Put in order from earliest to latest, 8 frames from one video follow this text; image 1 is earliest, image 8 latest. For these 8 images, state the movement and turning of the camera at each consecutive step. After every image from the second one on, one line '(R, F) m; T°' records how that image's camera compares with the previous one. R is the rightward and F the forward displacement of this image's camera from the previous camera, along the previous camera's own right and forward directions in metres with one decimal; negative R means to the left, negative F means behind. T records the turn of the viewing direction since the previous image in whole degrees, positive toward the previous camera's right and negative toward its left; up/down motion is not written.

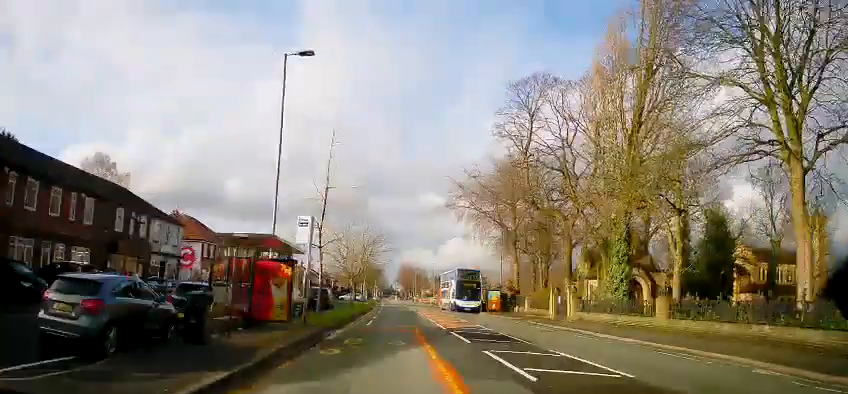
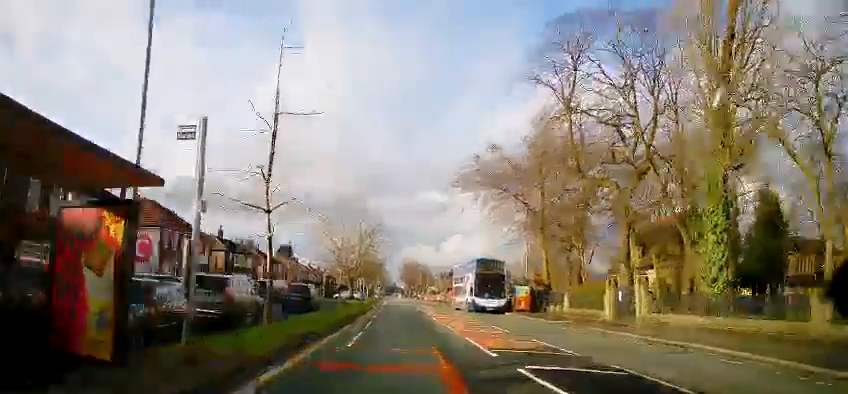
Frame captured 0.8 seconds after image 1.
(-0.4, +9.8) m; -2°
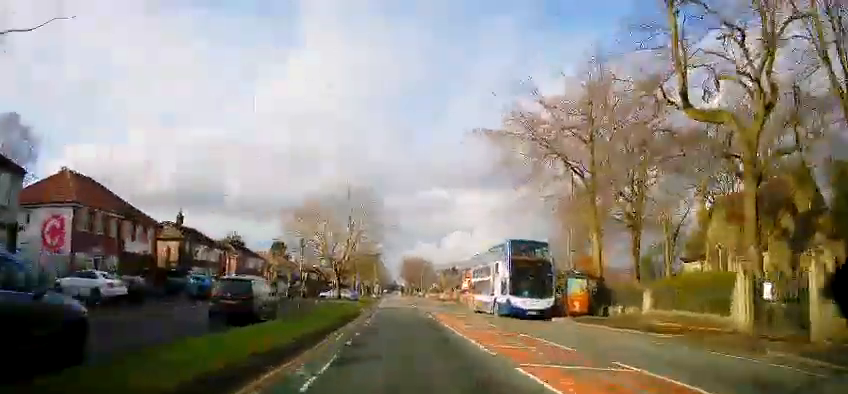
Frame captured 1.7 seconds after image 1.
(+0.1, +12.1) m; -1°
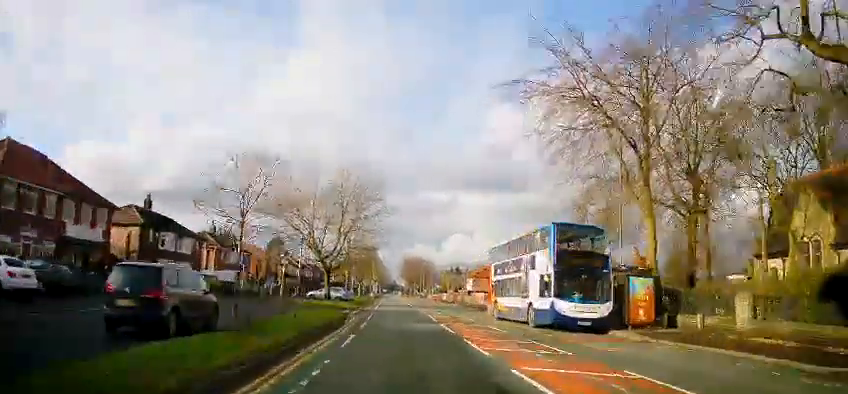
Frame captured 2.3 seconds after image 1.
(-0.3, +7.3) m; -1°
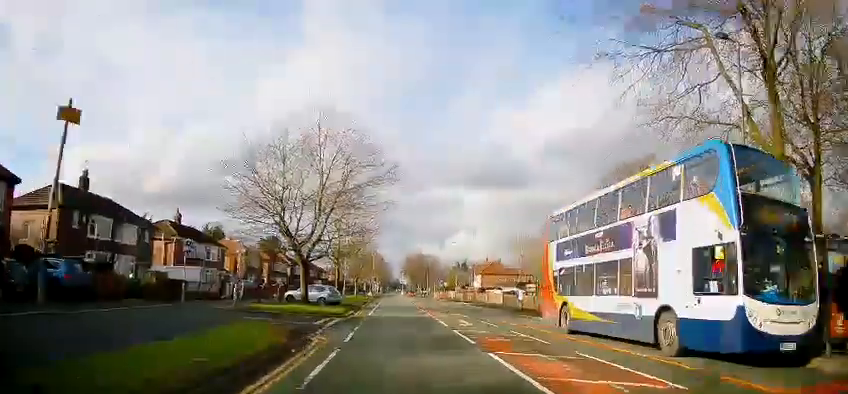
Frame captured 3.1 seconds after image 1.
(0.0, +10.3) m; 0°
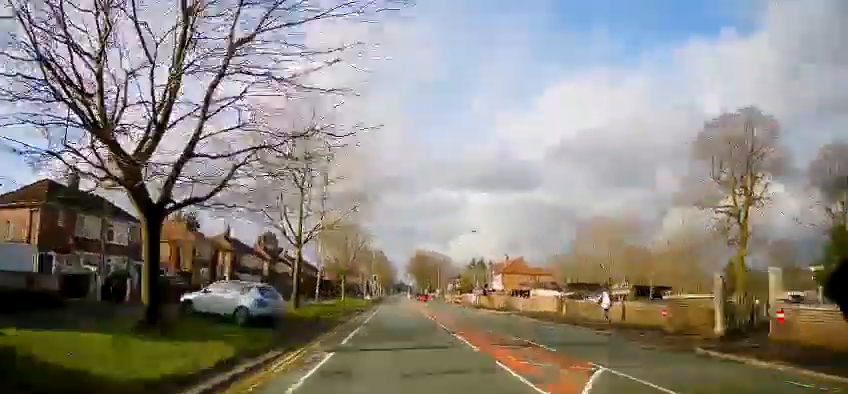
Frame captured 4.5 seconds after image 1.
(-0.1, +18.6) m; 0°
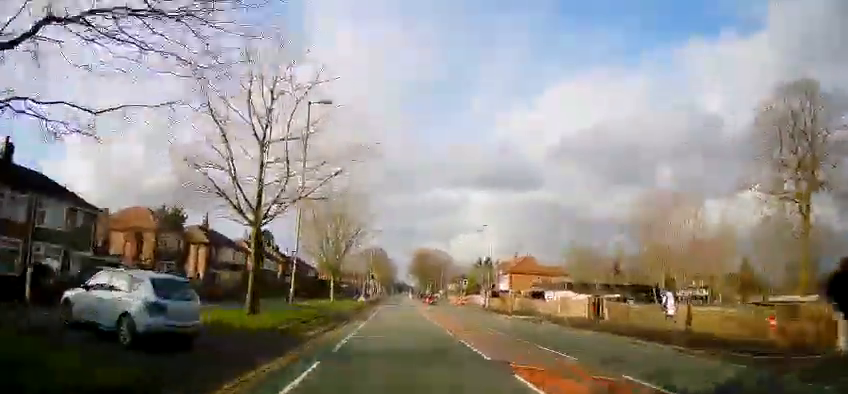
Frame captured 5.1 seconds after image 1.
(+0.1, +7.5) m; 0°
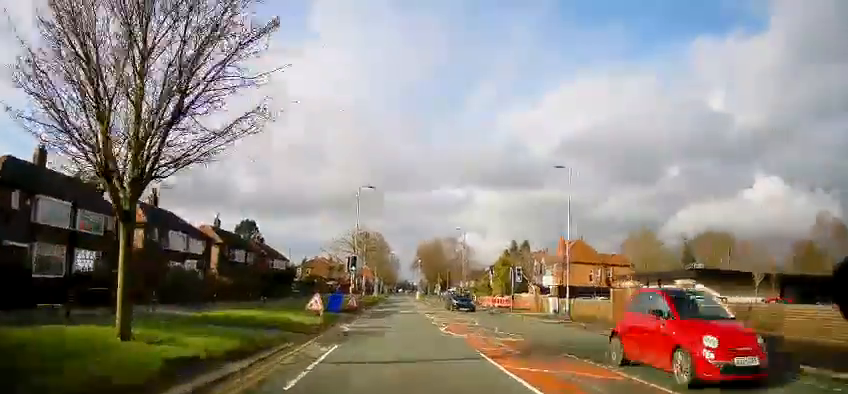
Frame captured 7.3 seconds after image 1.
(+0.3, +29.1) m; +1°
